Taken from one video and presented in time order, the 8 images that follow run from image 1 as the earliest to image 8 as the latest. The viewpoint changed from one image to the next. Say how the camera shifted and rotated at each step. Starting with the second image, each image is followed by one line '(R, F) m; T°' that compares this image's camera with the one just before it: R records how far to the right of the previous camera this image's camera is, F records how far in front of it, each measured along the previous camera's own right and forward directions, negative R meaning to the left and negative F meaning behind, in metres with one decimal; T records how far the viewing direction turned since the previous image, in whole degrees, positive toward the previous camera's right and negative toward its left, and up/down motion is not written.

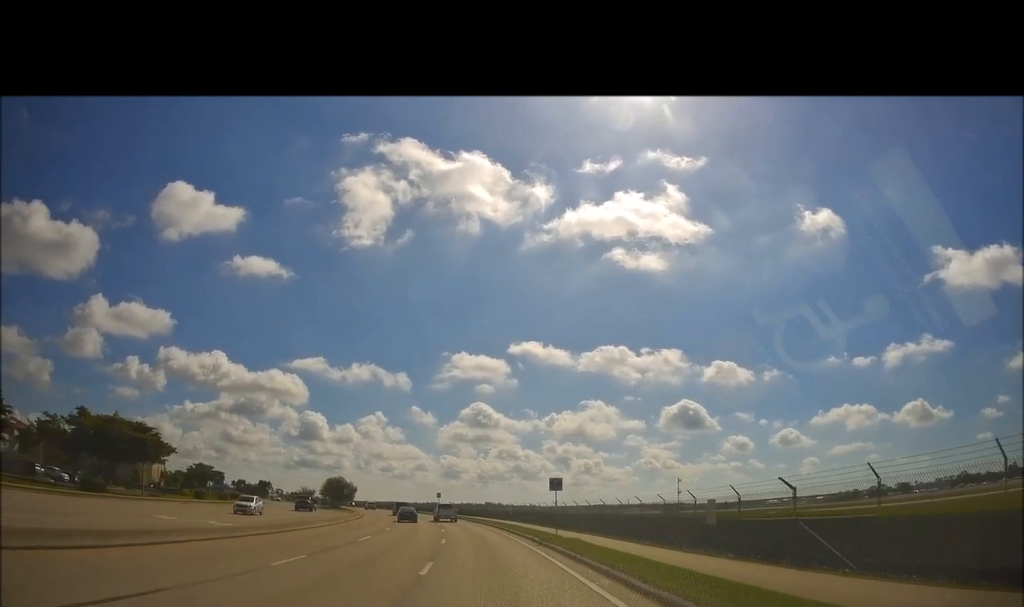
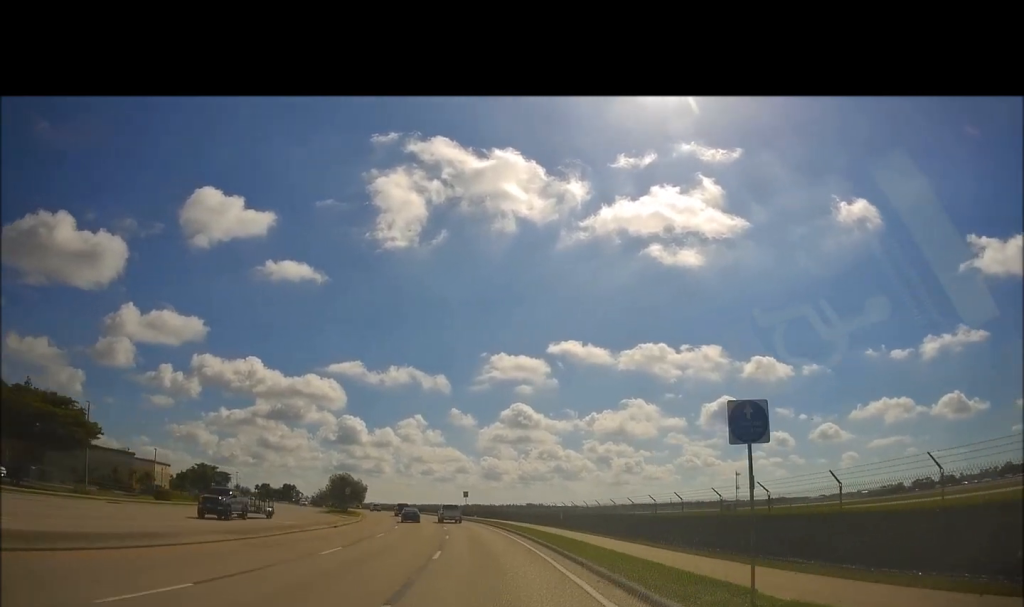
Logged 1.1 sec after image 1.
(-0.7, +20.4) m; -4°
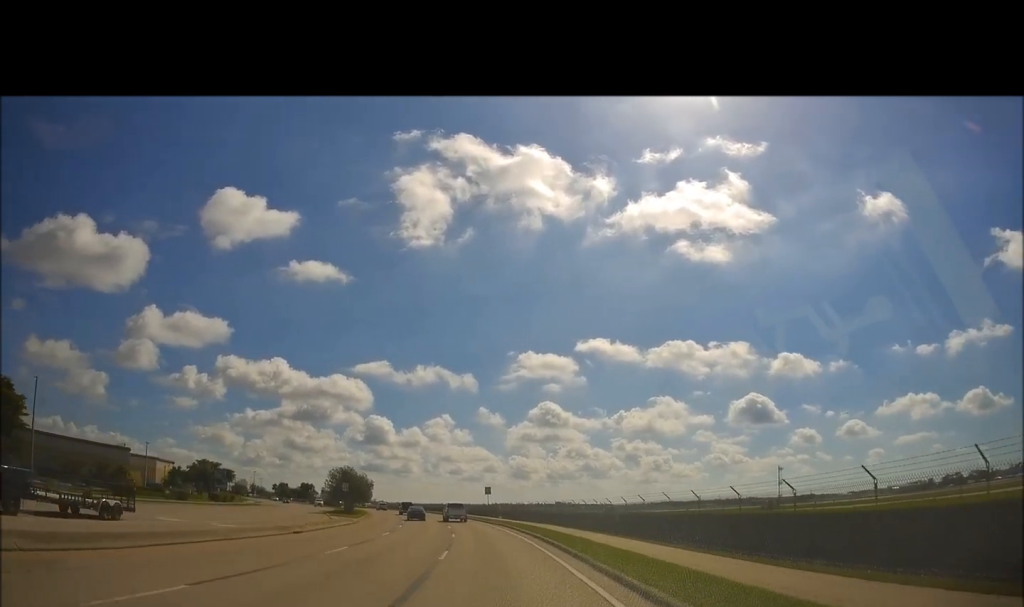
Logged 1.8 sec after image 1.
(-0.5, +13.1) m; -3°
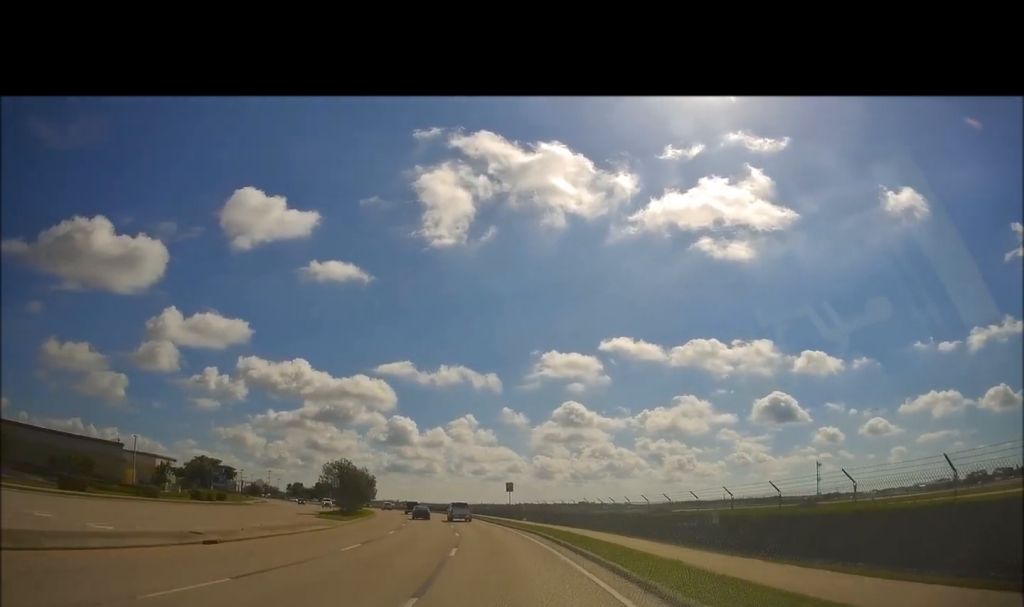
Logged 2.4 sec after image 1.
(-0.2, +11.2) m; -2°
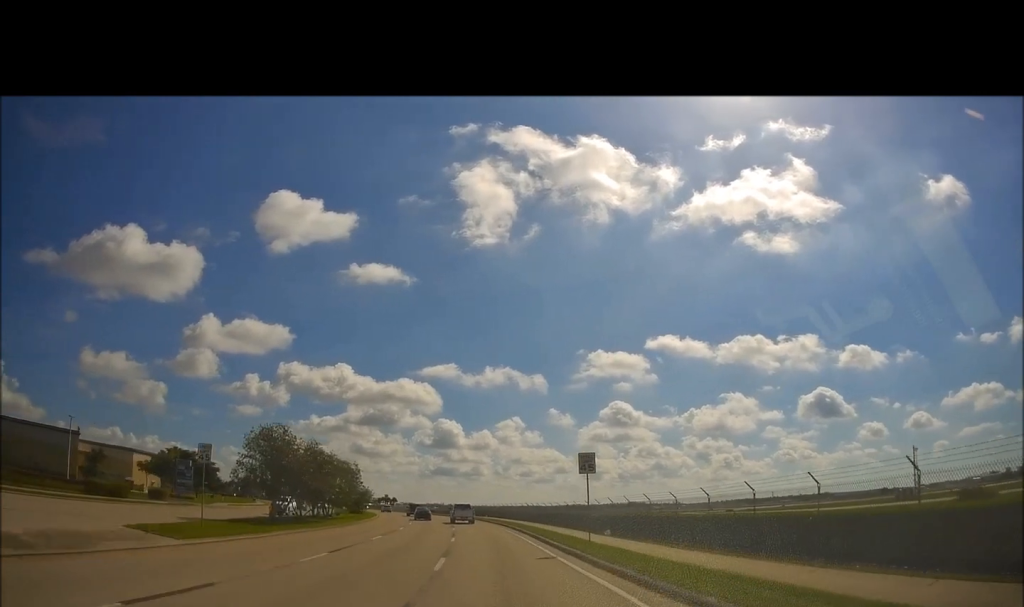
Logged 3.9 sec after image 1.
(-1.1, +29.0) m; -6°
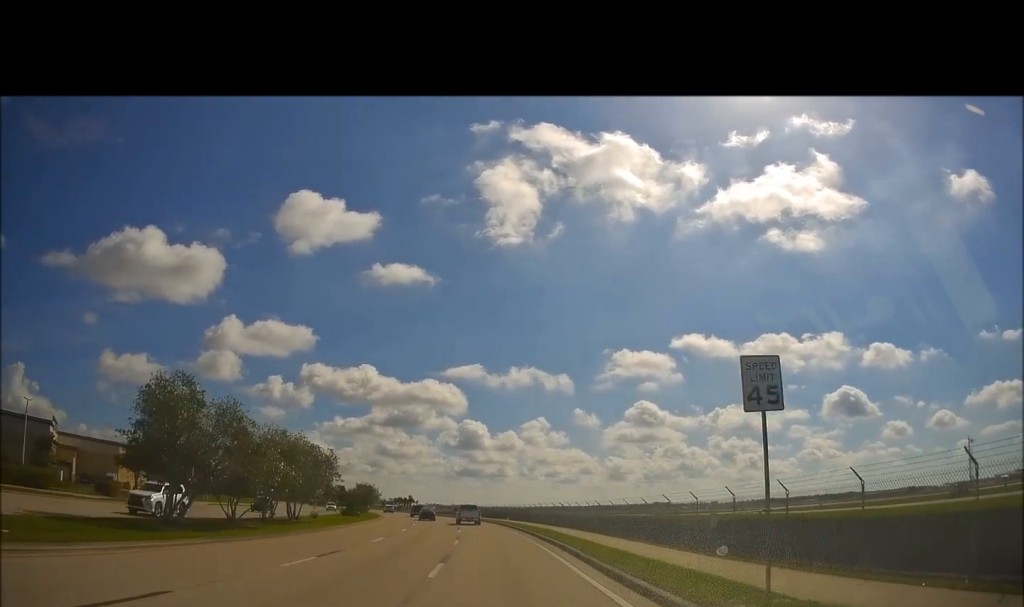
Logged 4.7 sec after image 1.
(-0.5, +14.0) m; -2°
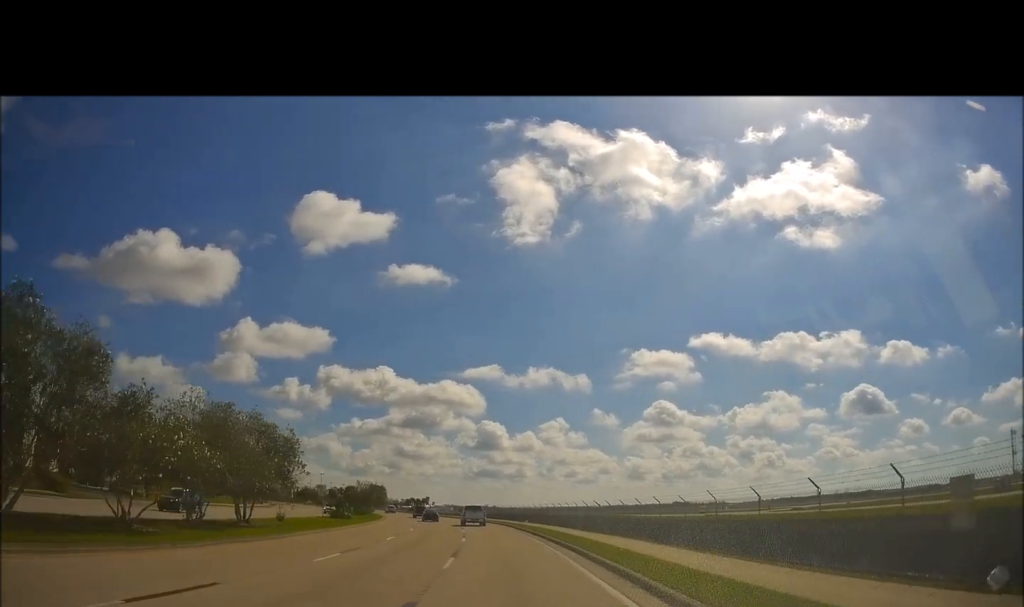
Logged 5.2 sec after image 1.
(-0.3, +10.2) m; -1°
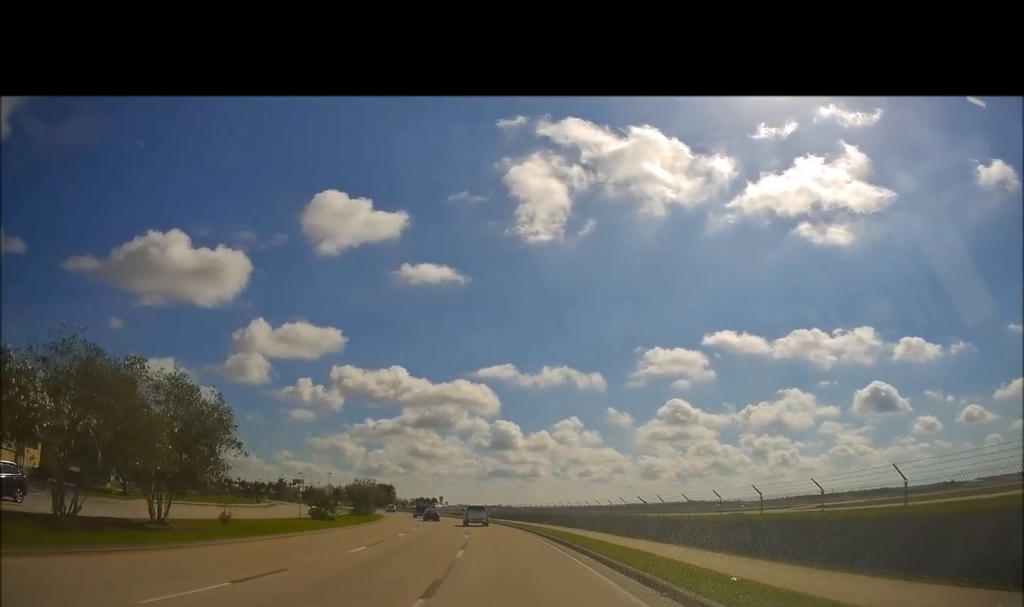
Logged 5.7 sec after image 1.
(+0.2, +9.0) m; -1°
